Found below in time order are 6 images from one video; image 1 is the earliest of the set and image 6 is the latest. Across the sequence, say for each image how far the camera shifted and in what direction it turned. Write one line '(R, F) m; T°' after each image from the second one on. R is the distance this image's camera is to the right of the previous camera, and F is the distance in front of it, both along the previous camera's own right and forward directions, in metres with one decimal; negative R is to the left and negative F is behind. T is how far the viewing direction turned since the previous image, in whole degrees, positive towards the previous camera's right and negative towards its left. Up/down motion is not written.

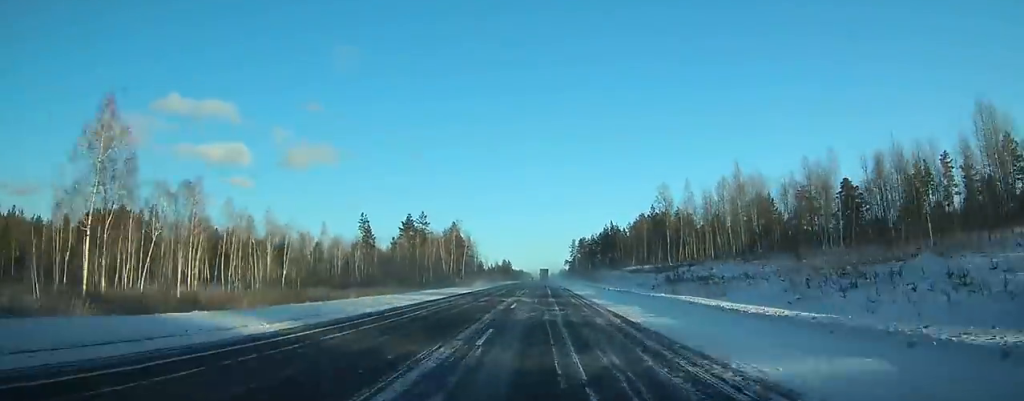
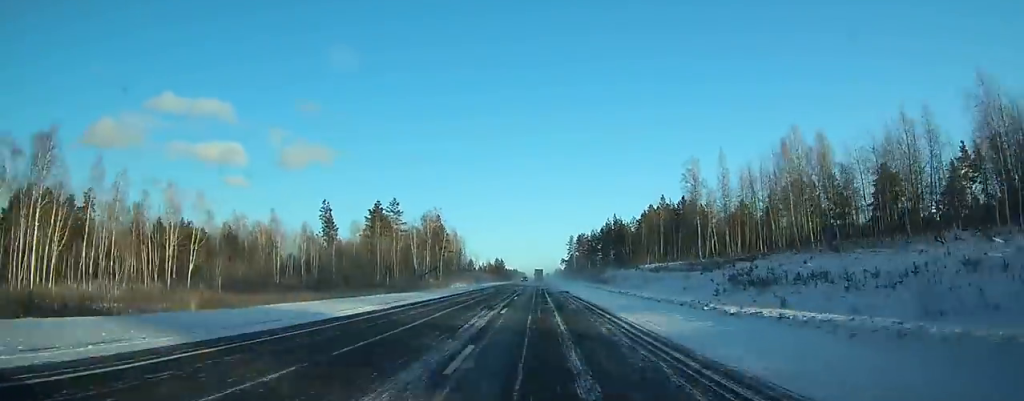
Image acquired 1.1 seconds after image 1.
(-0.1, +26.8) m; 0°
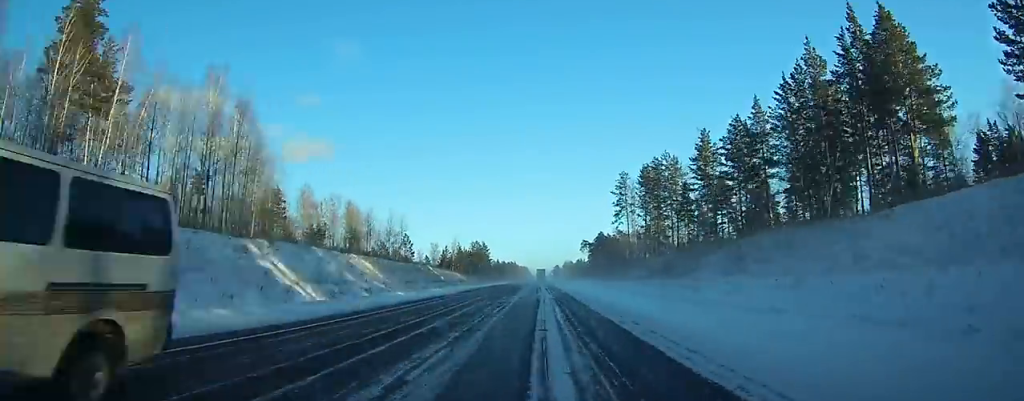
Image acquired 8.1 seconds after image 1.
(-0.7, +177.3) m; 0°
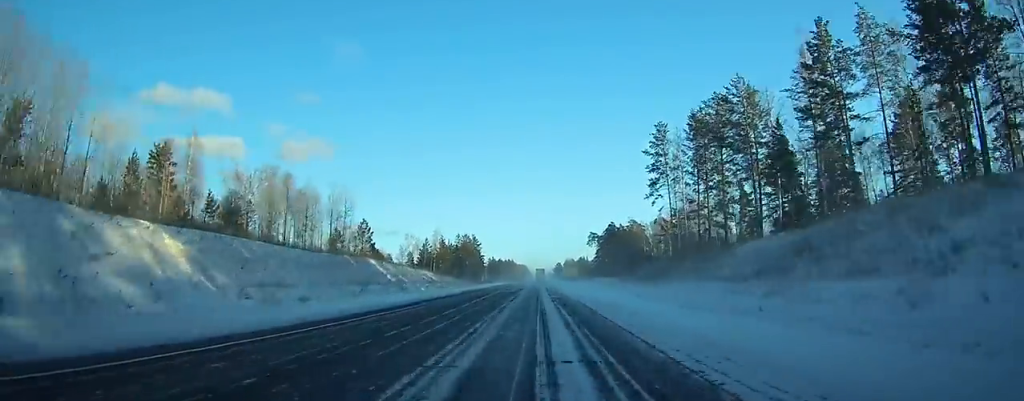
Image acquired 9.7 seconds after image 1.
(0.0, +40.7) m; 0°
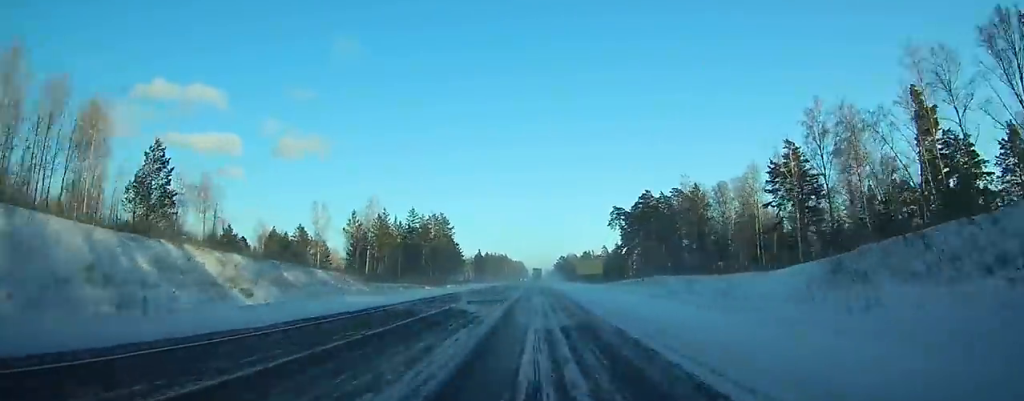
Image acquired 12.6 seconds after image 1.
(+0.2, +74.3) m; 0°
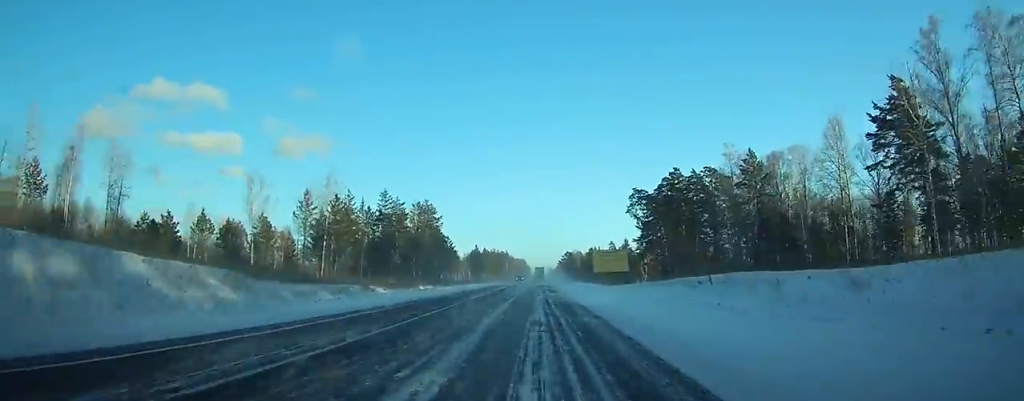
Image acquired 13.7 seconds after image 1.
(0.0, +27.0) m; 0°
